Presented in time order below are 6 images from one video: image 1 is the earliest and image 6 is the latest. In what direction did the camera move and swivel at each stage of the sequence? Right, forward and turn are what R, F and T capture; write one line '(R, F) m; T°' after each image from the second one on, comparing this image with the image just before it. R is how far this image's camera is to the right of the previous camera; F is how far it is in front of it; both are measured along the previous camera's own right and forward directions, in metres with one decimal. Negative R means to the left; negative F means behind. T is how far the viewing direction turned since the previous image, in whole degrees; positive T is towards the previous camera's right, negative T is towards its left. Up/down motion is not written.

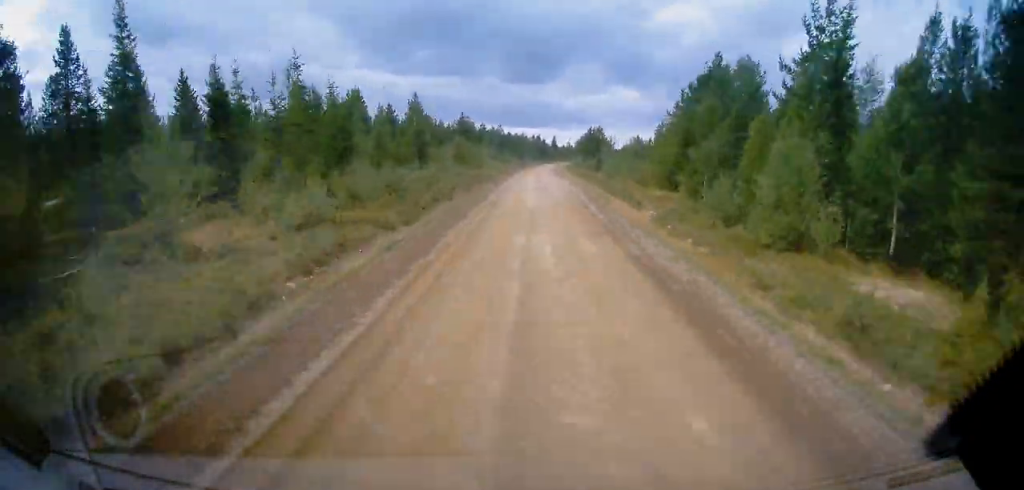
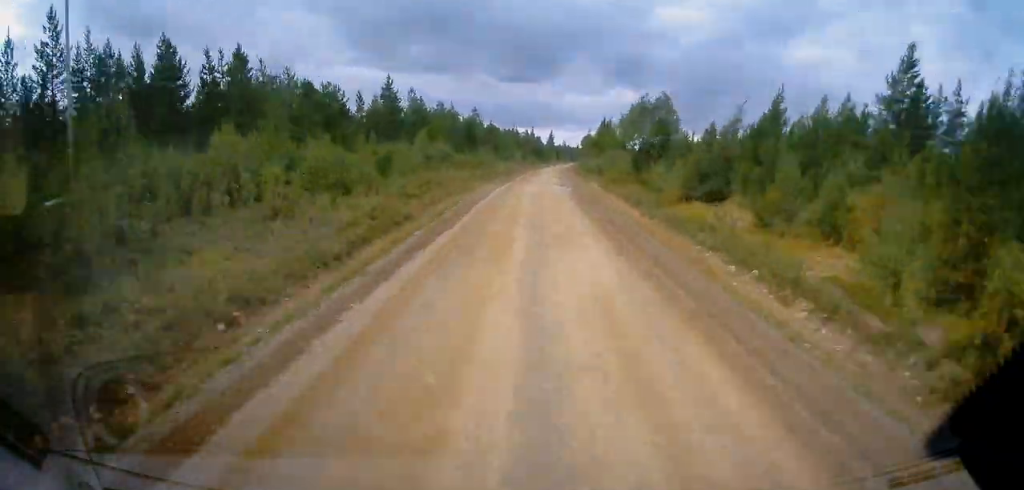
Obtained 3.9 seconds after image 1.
(+0.9, +54.9) m; +1°
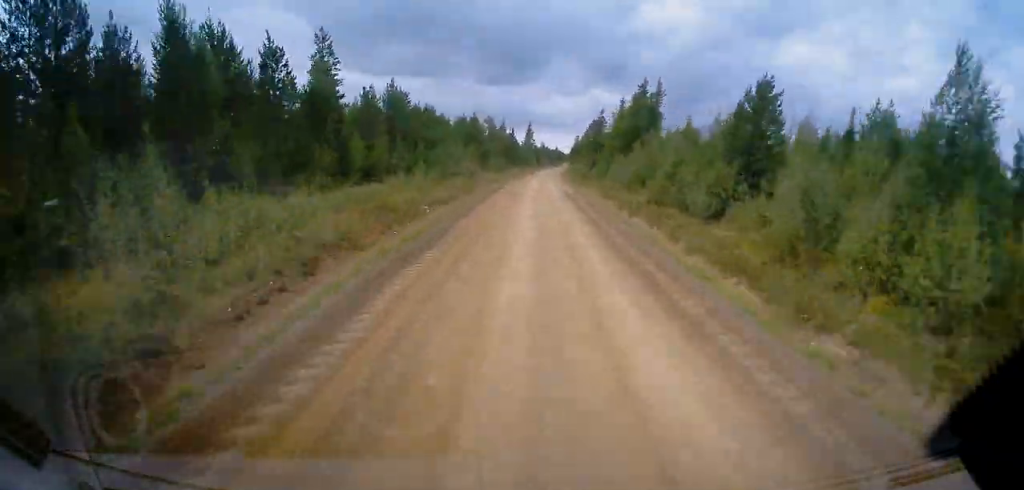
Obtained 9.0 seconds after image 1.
(+1.0, +71.8) m; +2°
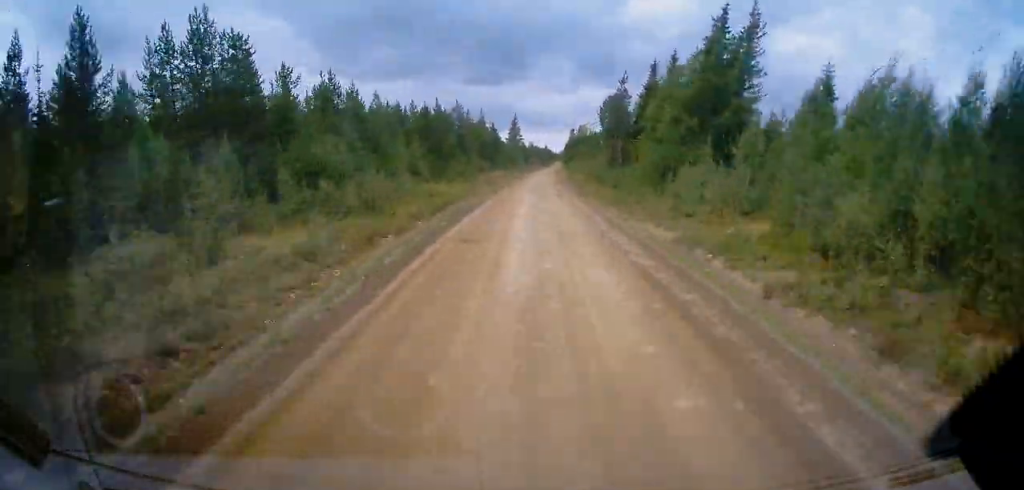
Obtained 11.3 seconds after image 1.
(+0.5, +31.7) m; +1°
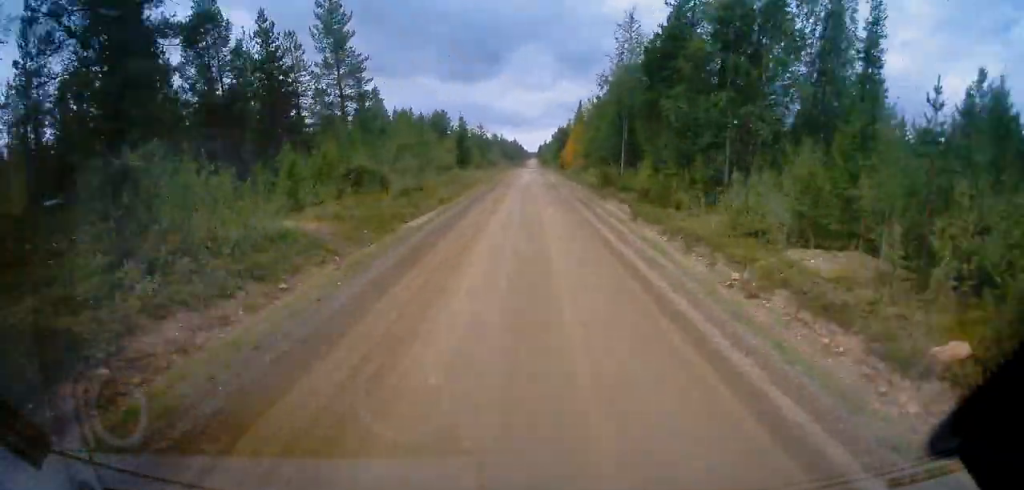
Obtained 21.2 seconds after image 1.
(+2.4, +140.7) m; +2°
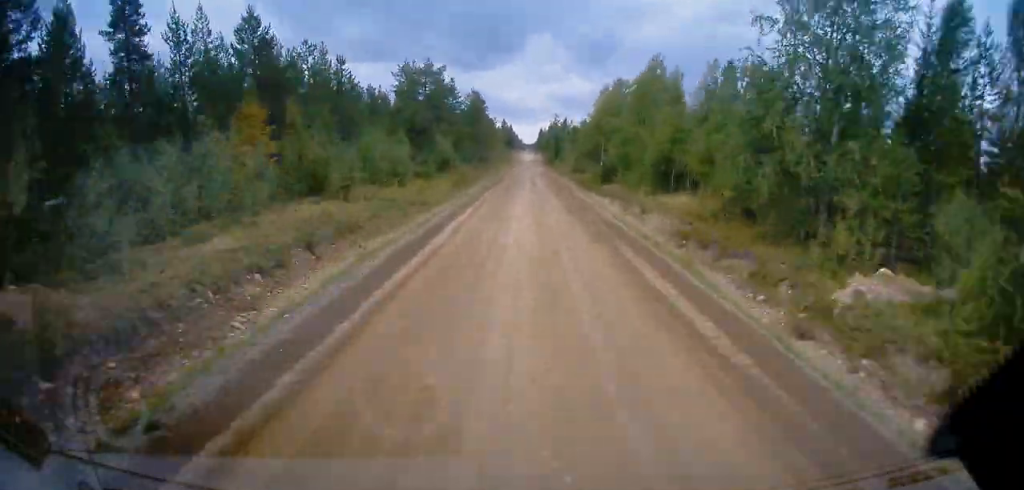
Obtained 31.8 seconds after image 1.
(+1.7, +153.9) m; +1°
